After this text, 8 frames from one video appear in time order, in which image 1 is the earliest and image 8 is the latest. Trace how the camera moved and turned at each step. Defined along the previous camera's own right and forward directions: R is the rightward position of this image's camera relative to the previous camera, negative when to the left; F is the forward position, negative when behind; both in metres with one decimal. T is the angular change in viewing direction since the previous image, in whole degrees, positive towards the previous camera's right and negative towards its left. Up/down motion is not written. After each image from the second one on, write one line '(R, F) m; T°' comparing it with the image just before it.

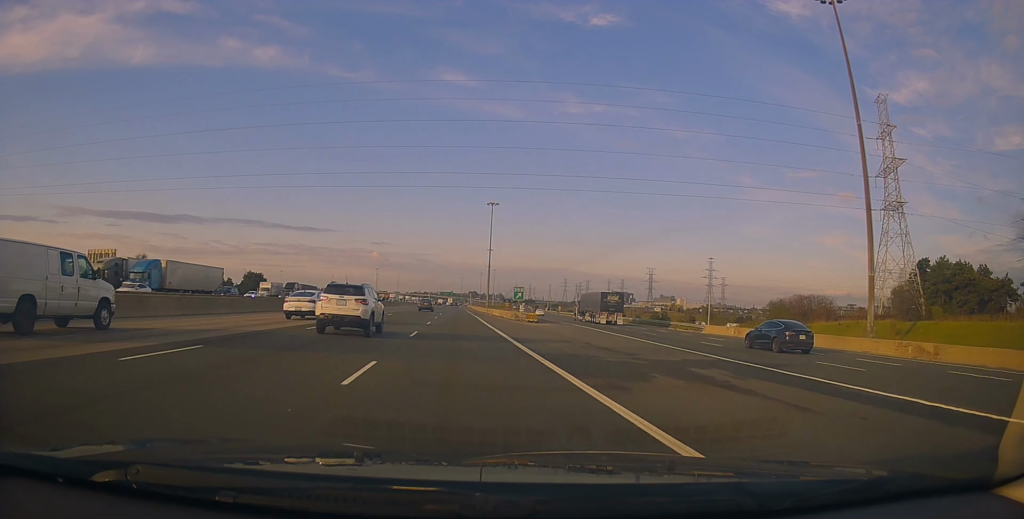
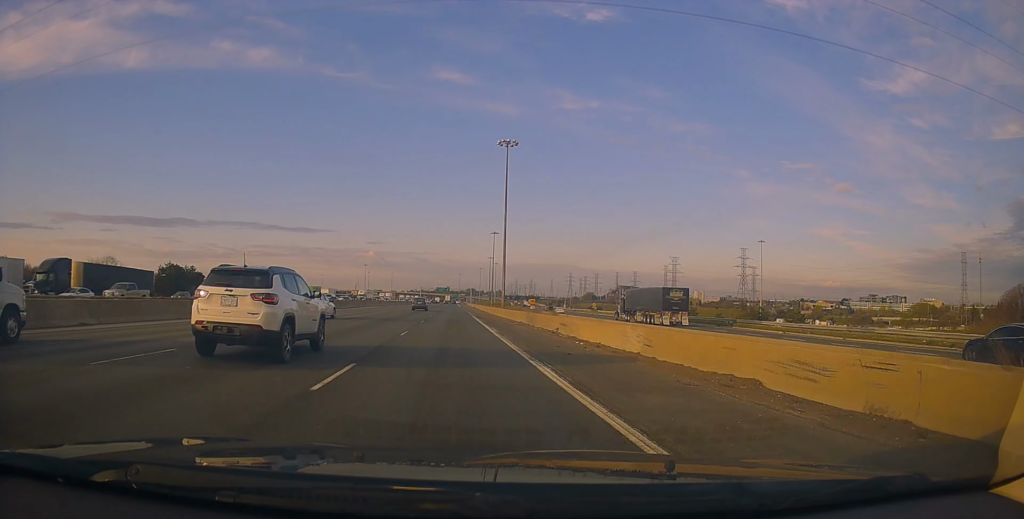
(-0.6, +60.1) m; 0°
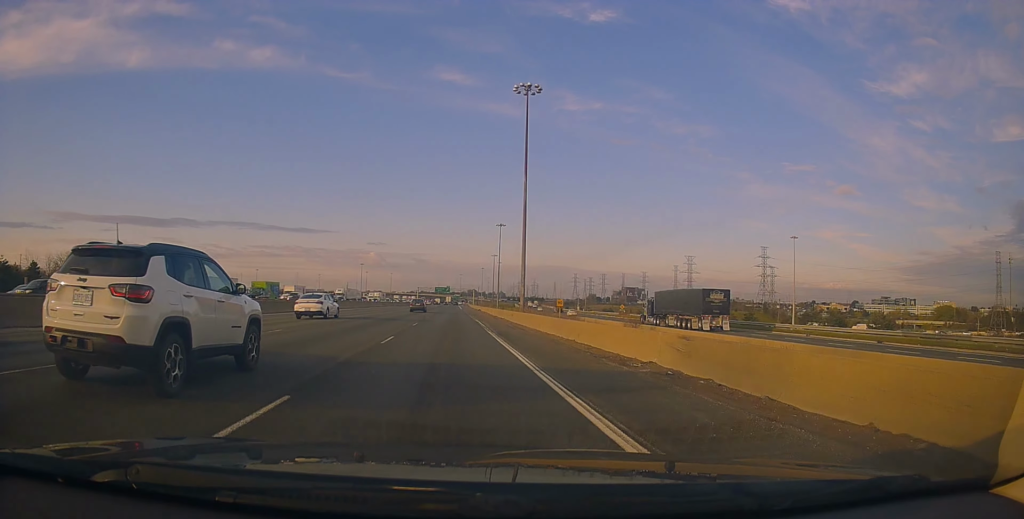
(-0.1, +26.9) m; 0°
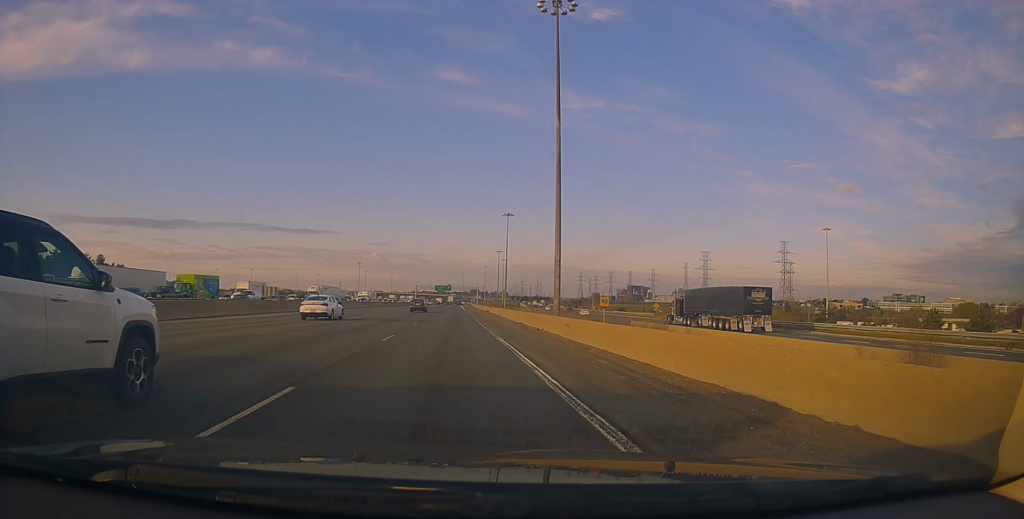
(0.0, +23.3) m; 0°
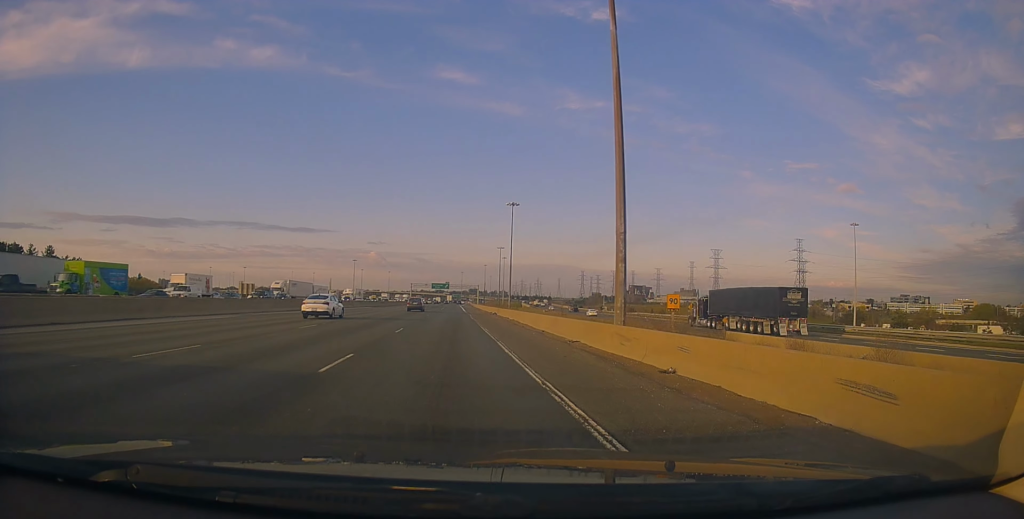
(0.0, +19.4) m; 0°
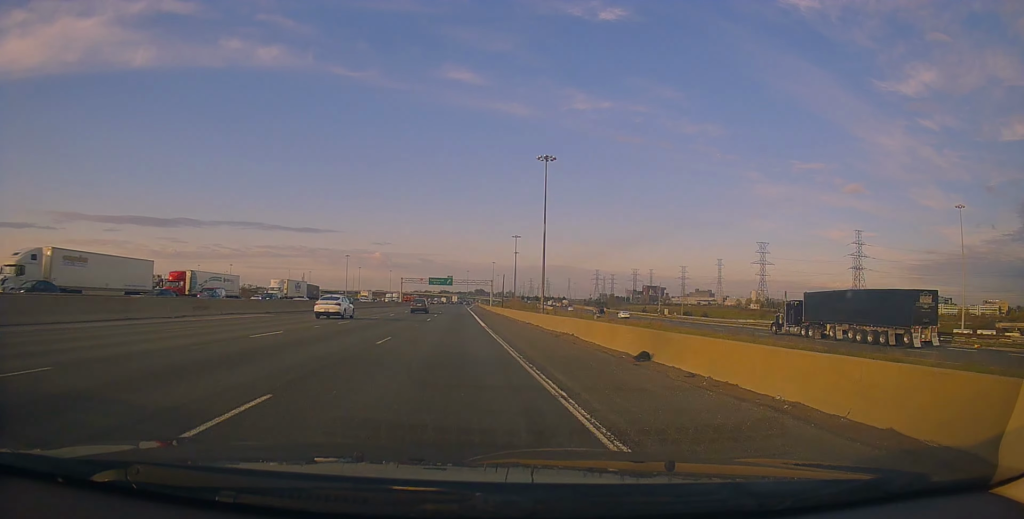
(+0.2, +52.7) m; -1°
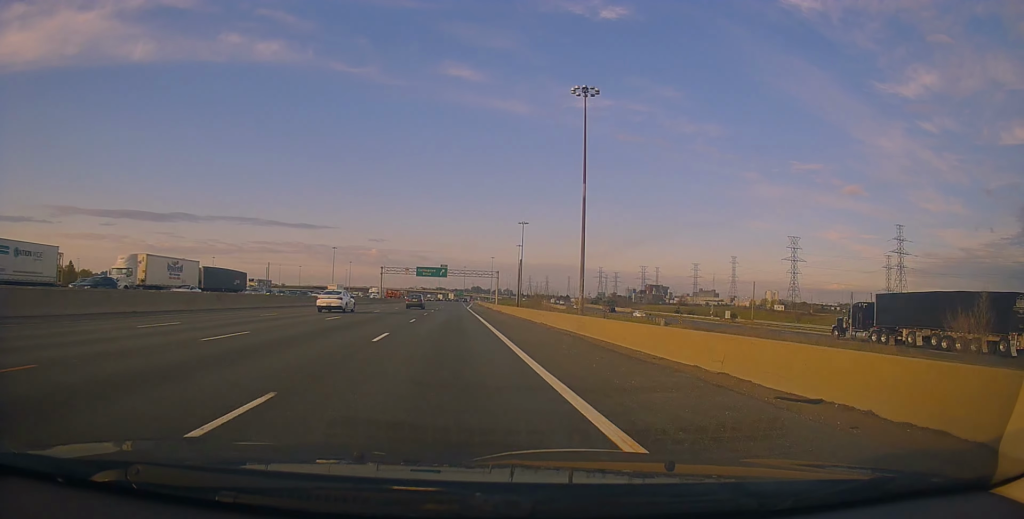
(-0.6, +36.3) m; 0°
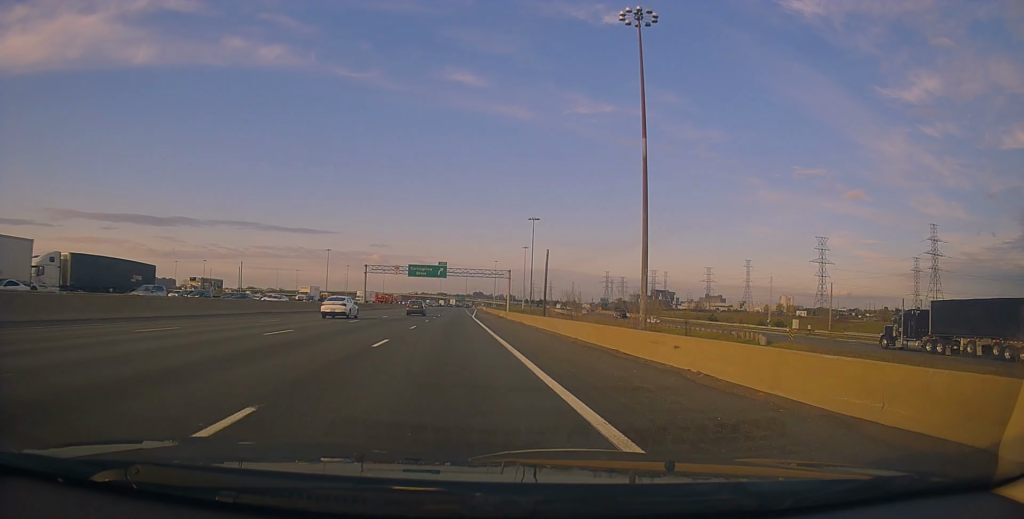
(+0.2, +22.9) m; 0°
